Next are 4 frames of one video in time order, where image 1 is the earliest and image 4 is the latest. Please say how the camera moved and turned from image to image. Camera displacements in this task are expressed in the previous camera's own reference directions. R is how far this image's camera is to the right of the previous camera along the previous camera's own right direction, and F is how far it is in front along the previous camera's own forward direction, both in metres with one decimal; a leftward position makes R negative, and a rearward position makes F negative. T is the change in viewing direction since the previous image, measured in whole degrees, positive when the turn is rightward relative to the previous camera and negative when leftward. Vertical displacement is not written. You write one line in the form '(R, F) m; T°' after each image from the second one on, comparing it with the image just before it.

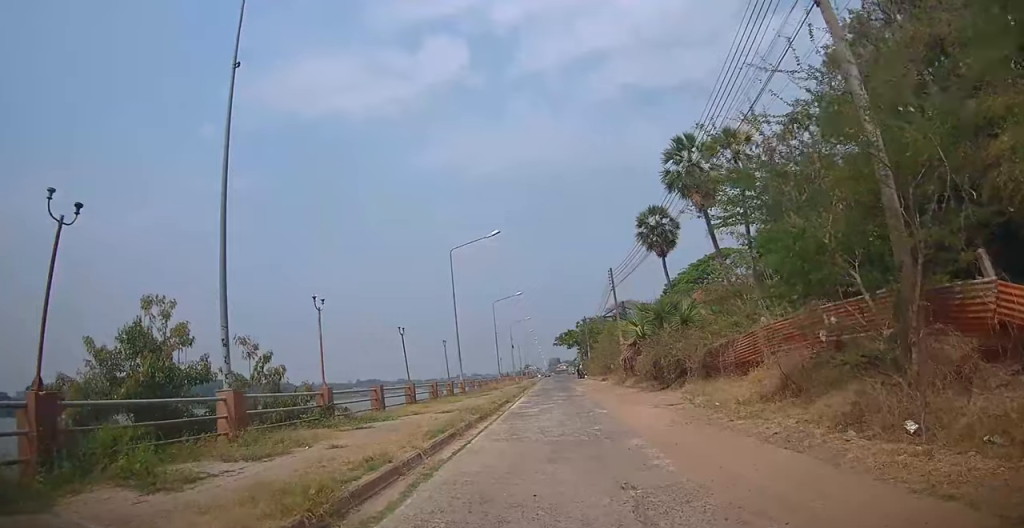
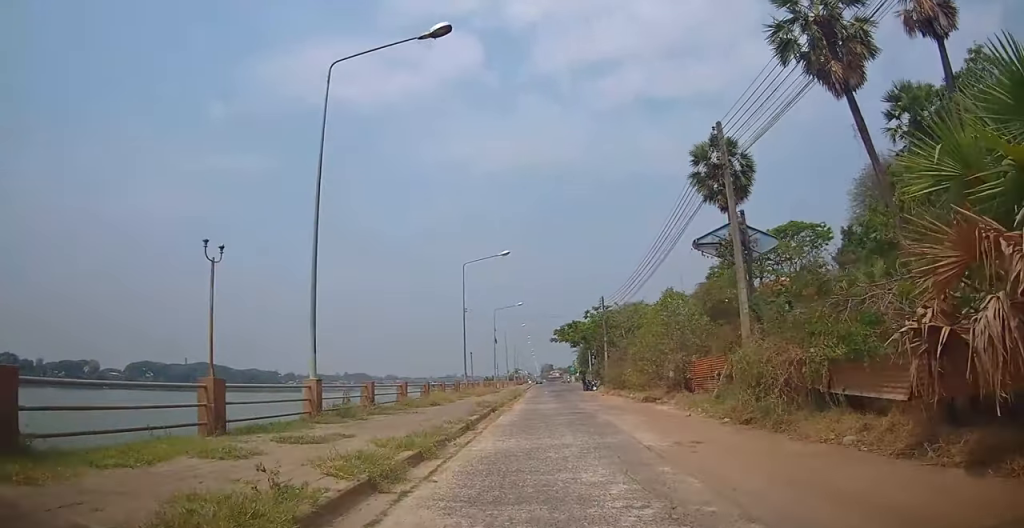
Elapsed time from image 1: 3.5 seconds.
(0.0, +22.6) m; +2°
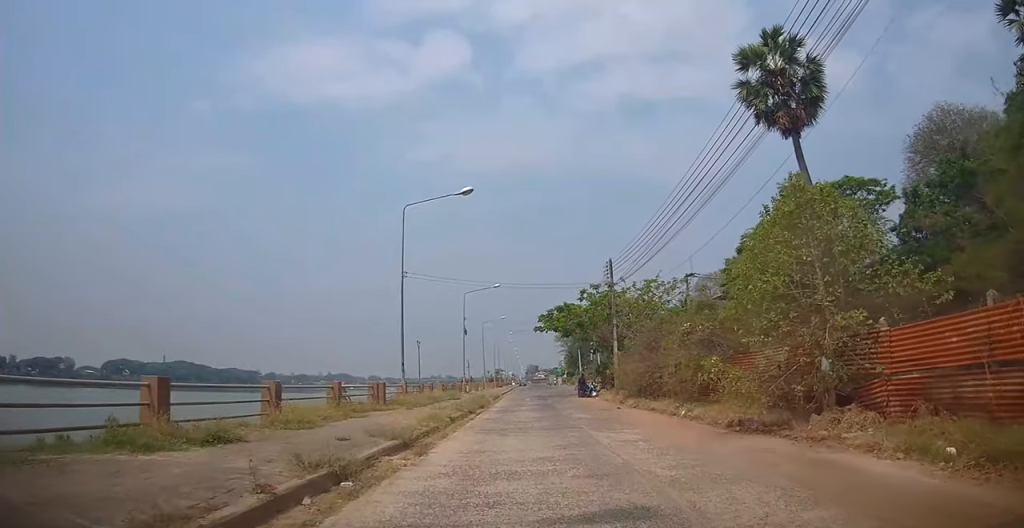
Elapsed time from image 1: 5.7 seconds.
(+0.7, +14.4) m; +4°
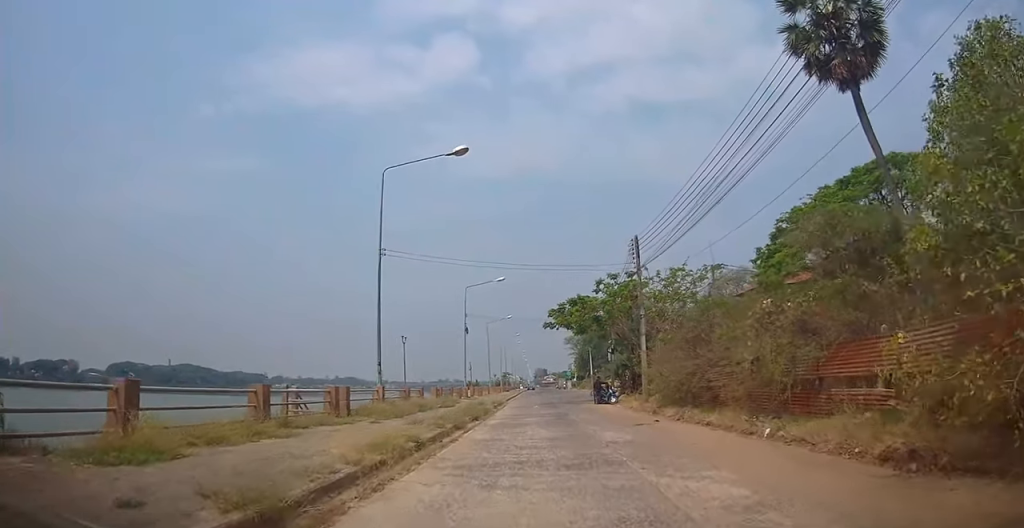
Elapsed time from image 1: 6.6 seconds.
(0.0, +5.3) m; -1°
